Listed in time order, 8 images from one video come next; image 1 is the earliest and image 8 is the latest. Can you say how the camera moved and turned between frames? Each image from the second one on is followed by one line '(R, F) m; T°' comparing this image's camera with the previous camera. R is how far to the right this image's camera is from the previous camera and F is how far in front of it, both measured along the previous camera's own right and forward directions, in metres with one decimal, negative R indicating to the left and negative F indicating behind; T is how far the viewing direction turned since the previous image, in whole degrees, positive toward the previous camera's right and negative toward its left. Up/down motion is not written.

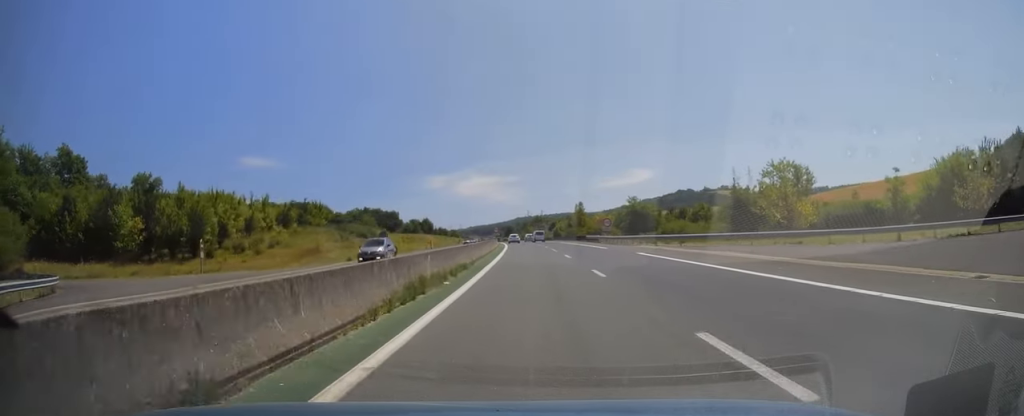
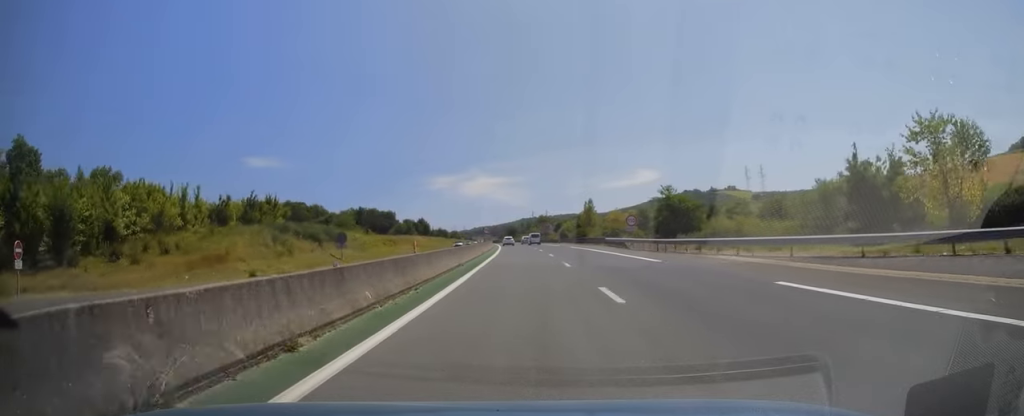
(+0.1, +19.0) m; -1°
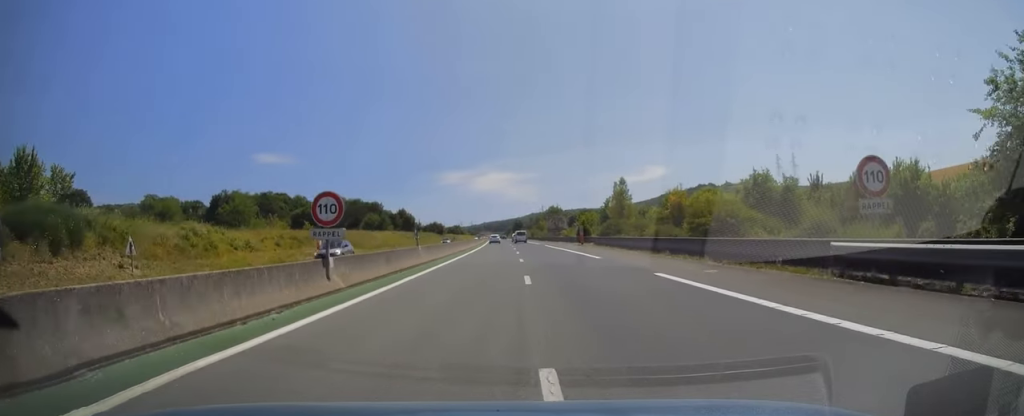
(-1.1, +46.1) m; -1°
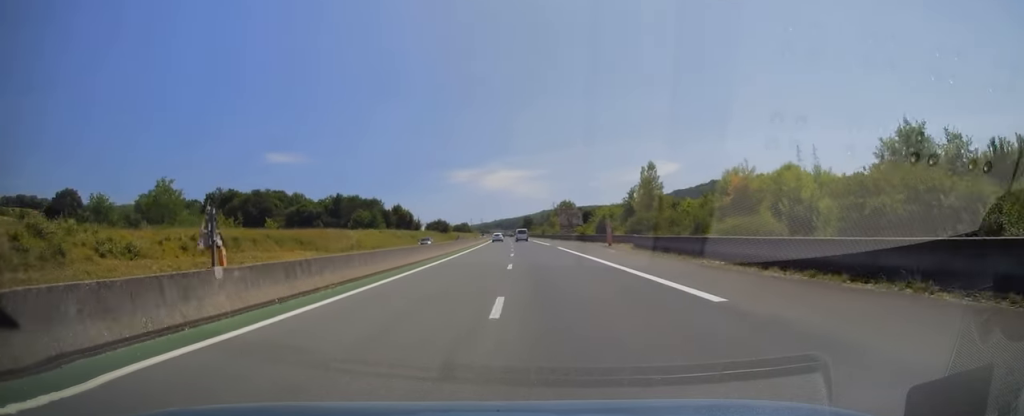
(0.0, +19.0) m; 0°
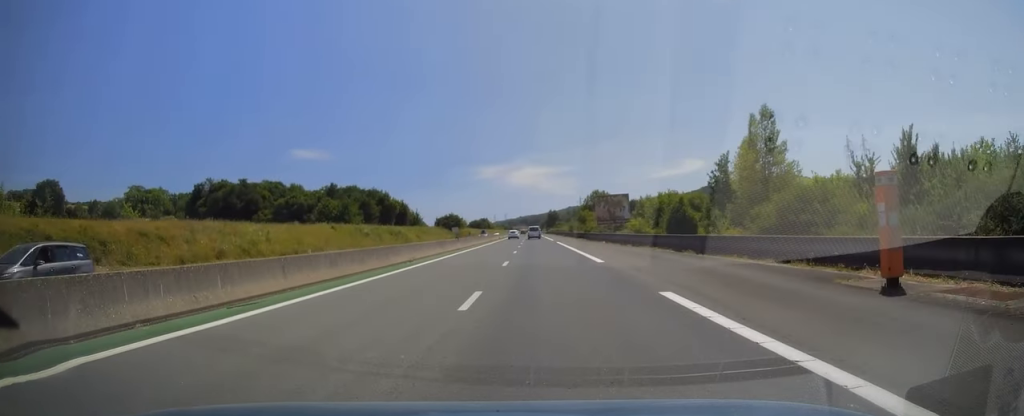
(-0.5, +37.6) m; -2°
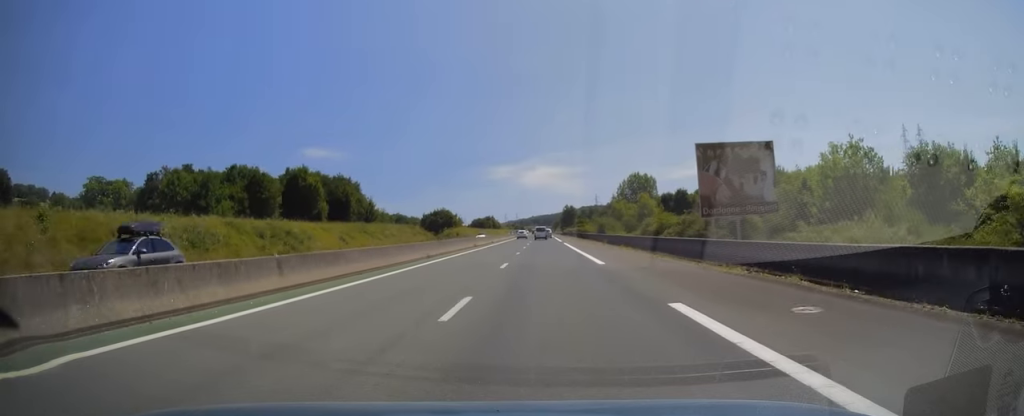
(-0.9, +52.1) m; -2°
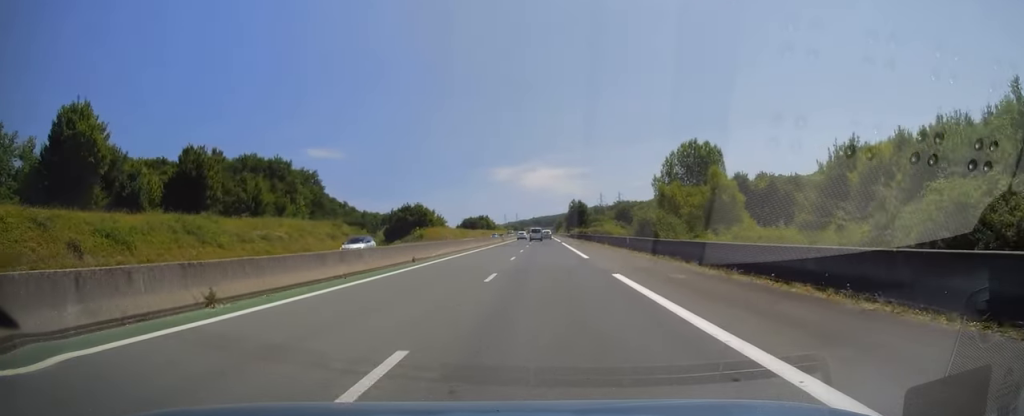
(-0.5, +44.0) m; -1°
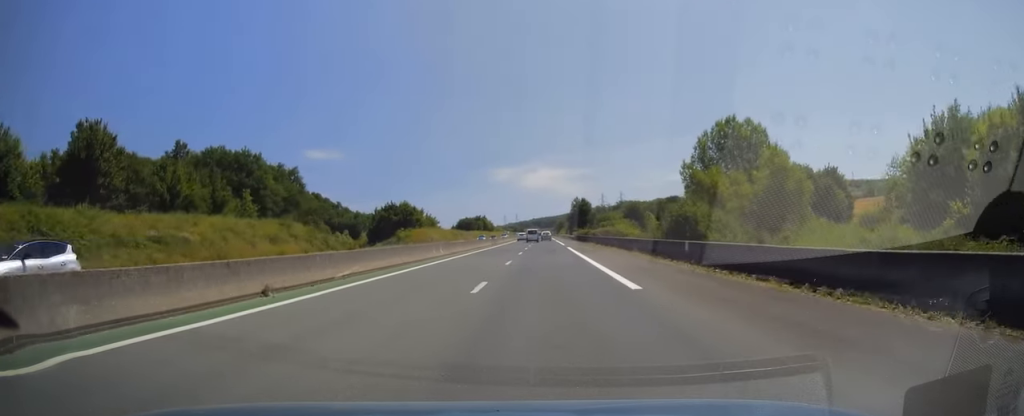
(0.0, +15.6) m; 0°
